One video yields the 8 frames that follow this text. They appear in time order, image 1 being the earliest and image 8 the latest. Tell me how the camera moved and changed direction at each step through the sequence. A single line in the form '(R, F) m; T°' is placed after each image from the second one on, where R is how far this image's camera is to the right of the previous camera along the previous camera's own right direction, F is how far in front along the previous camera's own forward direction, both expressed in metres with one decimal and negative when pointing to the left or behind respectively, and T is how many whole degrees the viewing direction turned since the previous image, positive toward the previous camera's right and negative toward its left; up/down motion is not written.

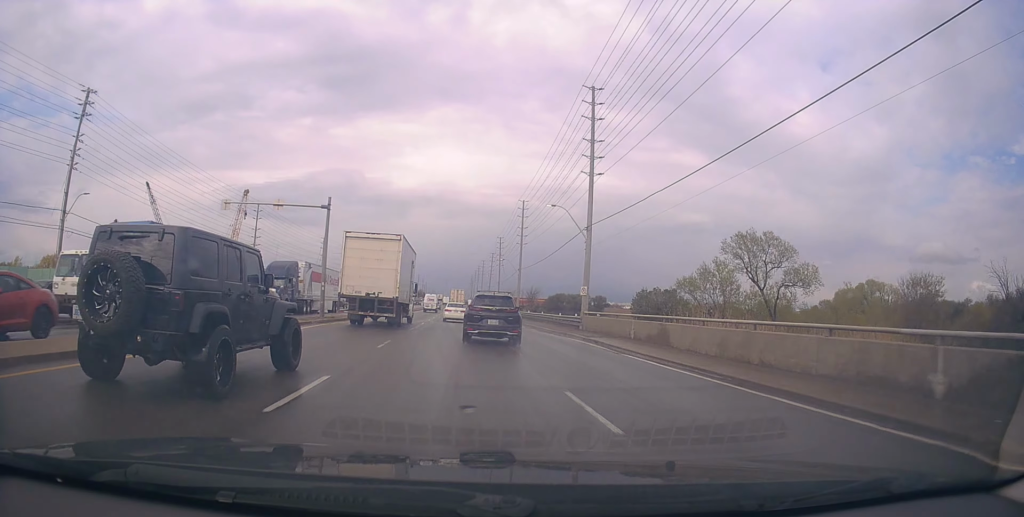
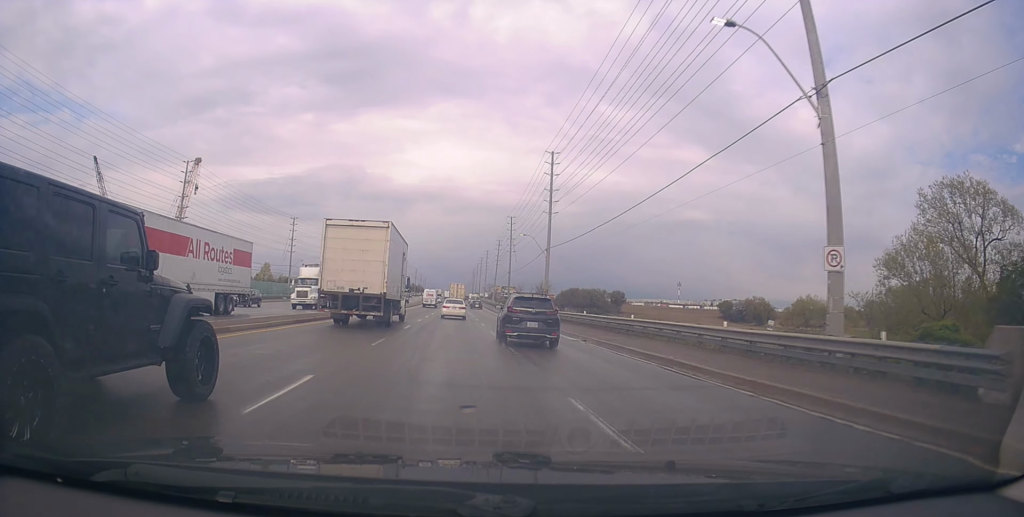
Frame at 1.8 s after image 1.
(+0.3, +27.1) m; +1°
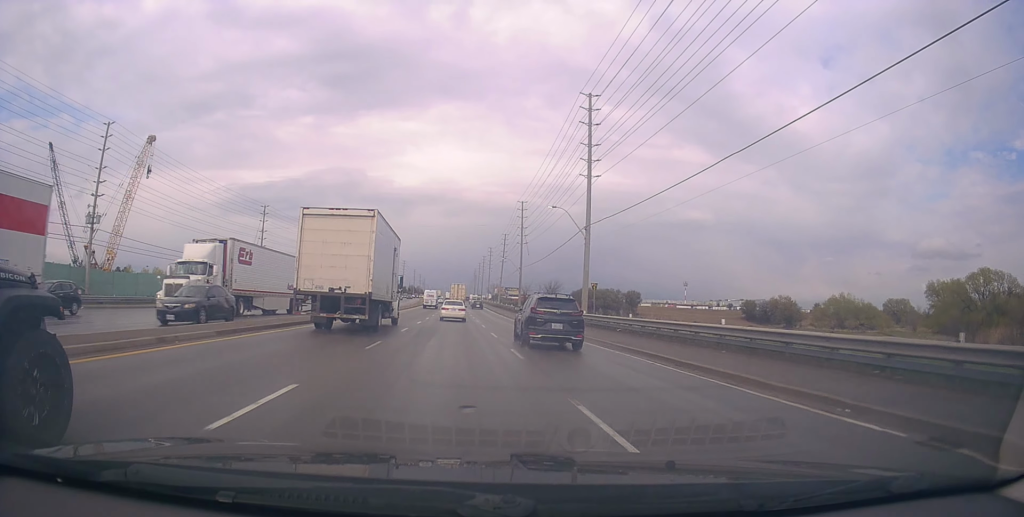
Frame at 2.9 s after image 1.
(+0.2, +19.1) m; 0°
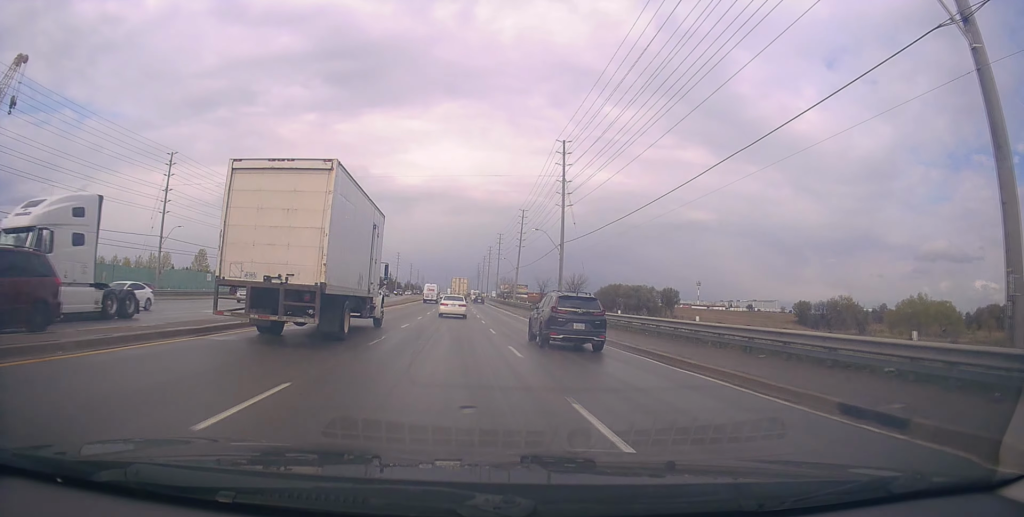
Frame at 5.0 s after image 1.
(+0.6, +36.5) m; +1°
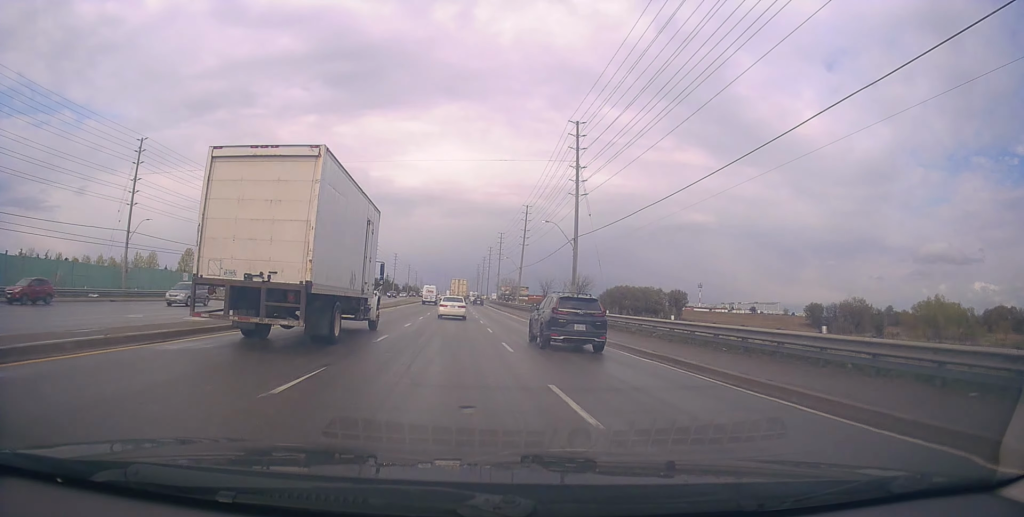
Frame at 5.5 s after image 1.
(-0.1, +7.4) m; -1°
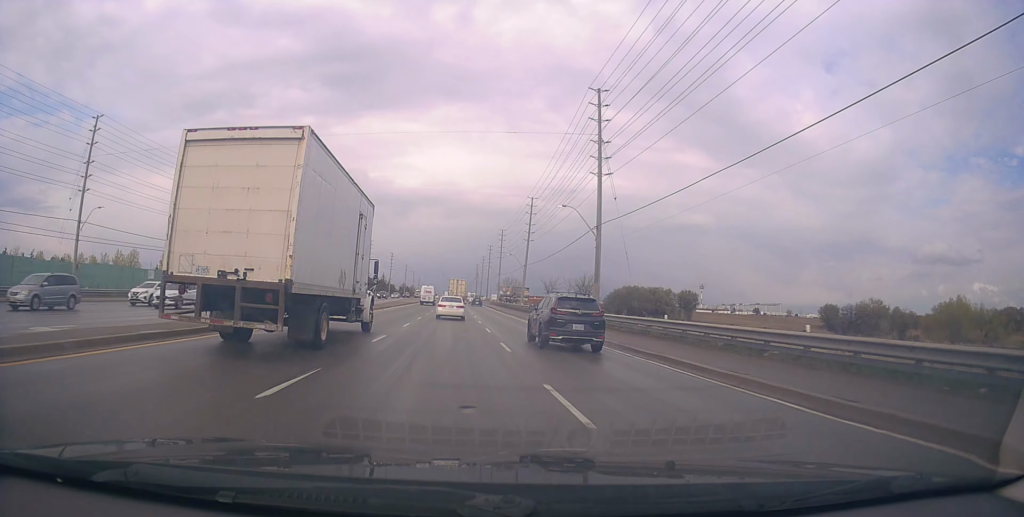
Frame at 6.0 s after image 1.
(-0.1, +8.8) m; -1°
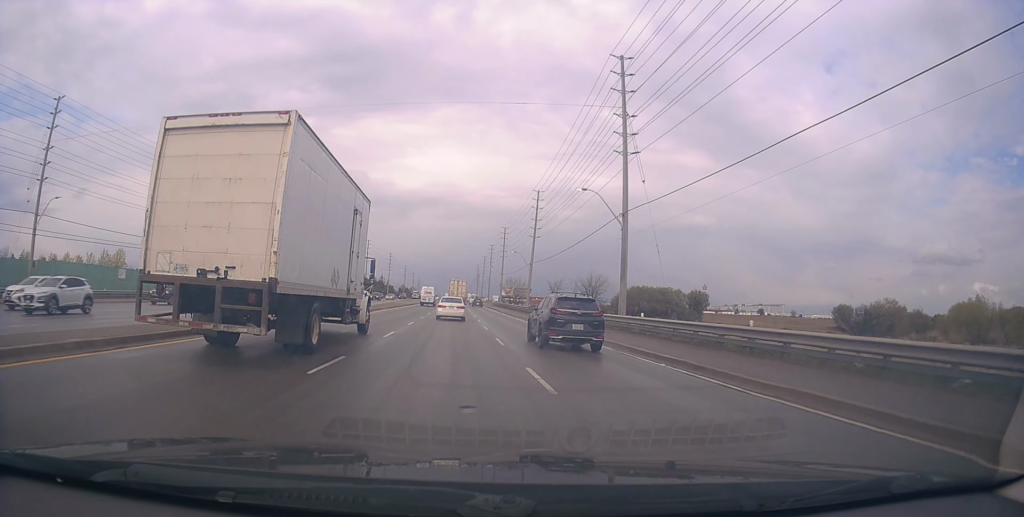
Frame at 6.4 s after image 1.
(-0.1, +6.8) m; 0°
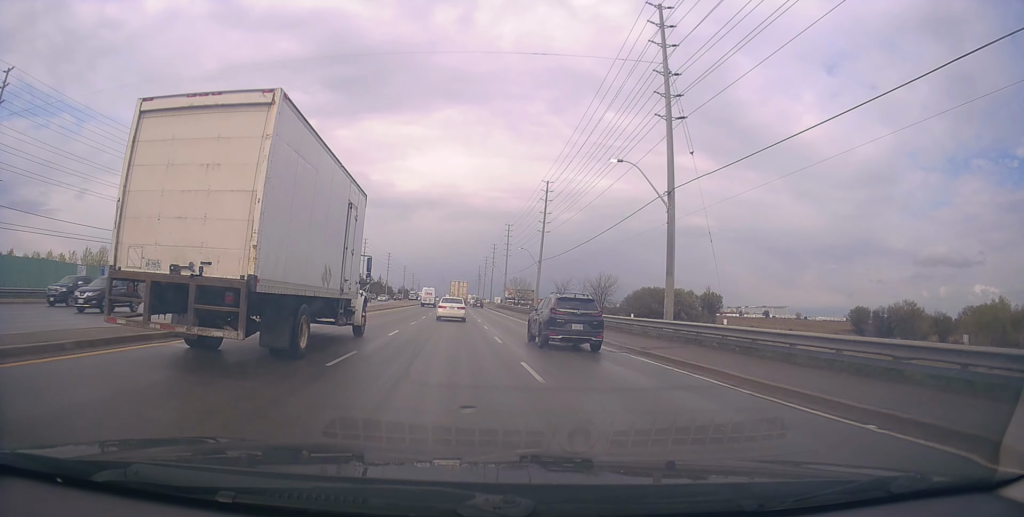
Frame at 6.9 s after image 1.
(-0.1, +8.2) m; 0°
